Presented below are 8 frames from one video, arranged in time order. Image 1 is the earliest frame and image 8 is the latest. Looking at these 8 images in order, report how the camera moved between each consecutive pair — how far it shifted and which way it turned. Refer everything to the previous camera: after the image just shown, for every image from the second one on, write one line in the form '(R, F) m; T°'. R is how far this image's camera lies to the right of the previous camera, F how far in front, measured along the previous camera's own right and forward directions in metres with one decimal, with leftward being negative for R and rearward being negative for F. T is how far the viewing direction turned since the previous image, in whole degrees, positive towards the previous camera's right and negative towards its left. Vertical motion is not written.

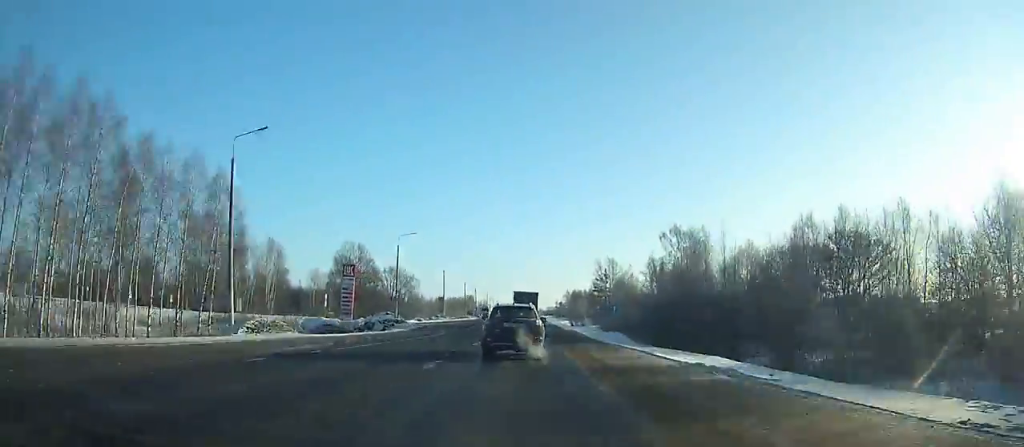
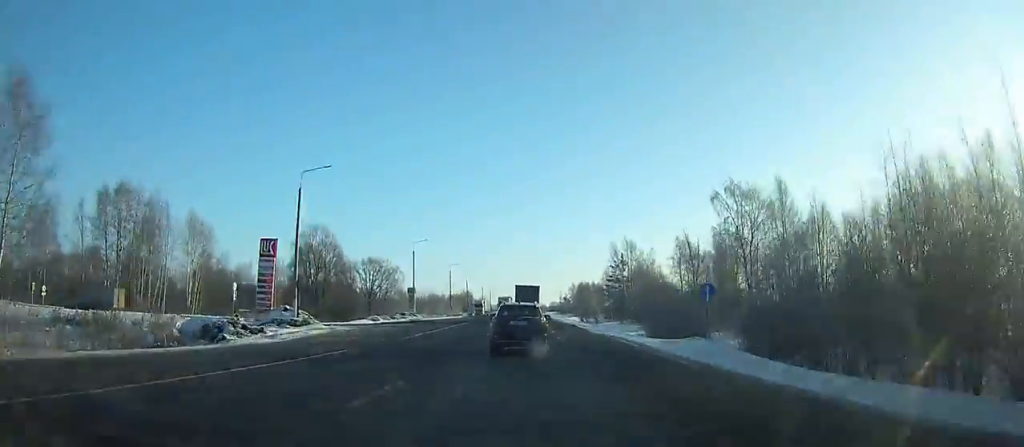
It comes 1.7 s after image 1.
(0.0, +29.8) m; 0°
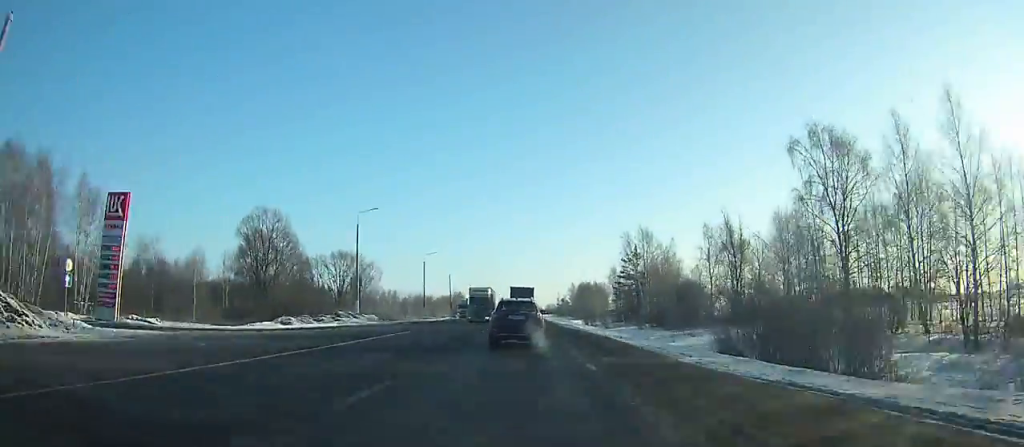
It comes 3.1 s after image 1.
(+0.1, +25.0) m; 0°
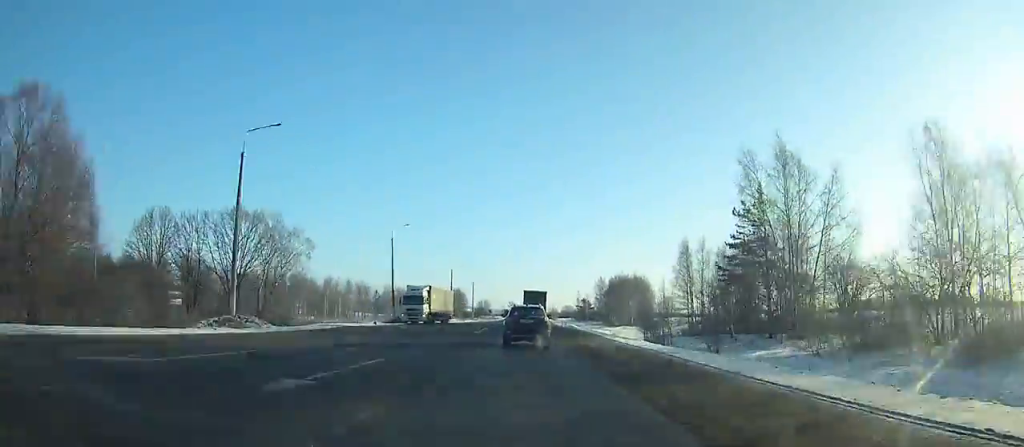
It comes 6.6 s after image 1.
(-0.2, +63.5) m; 0°
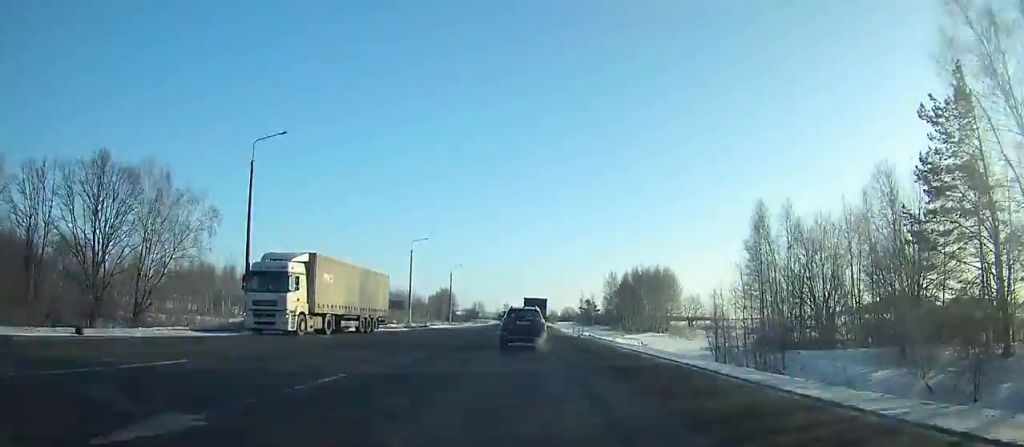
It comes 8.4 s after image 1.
(-0.1, +33.3) m; 0°
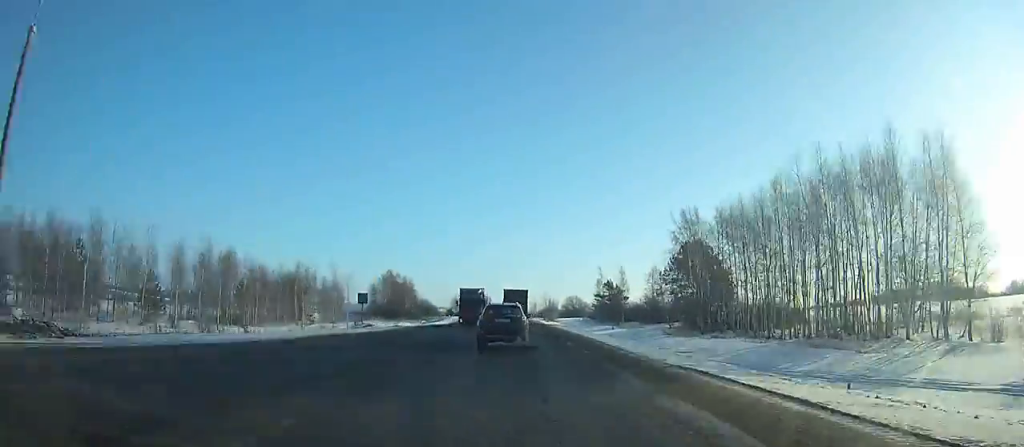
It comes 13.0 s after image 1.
(+1.2, +86.5) m; 0°
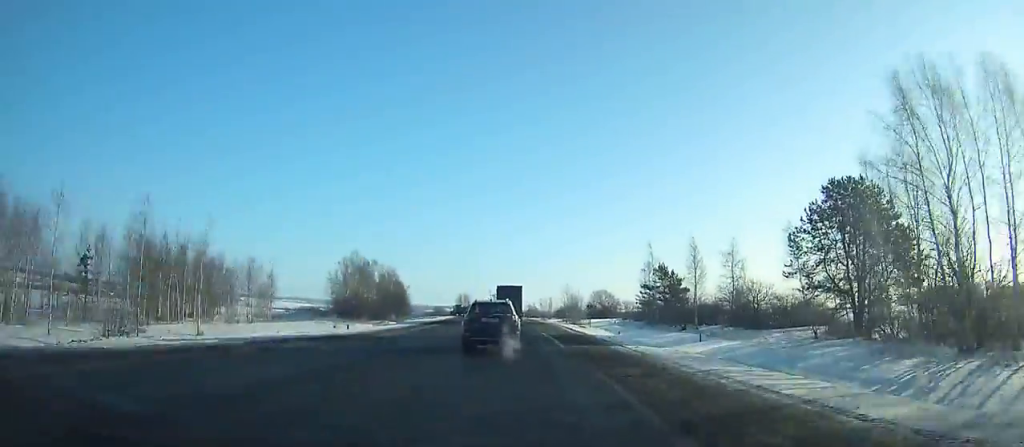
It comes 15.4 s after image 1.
(-0.5, +45.2) m; -1°
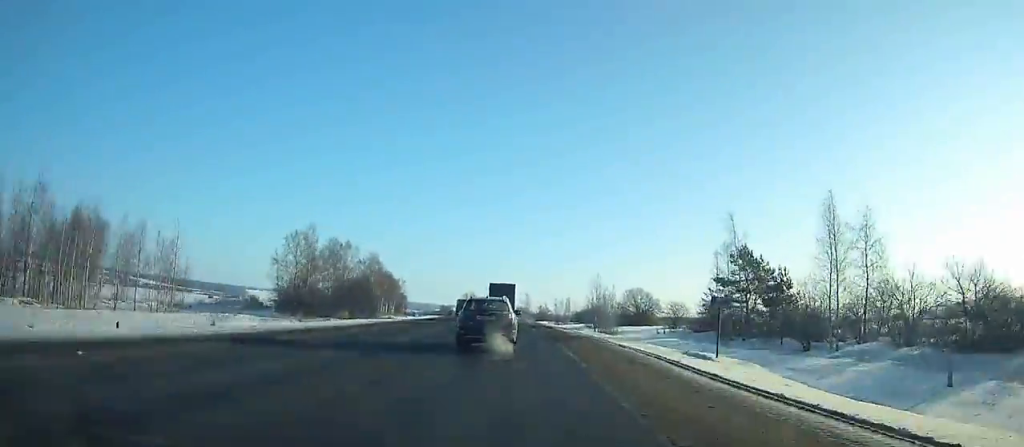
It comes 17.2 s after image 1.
(-0.3, +33.7) m; -1°
